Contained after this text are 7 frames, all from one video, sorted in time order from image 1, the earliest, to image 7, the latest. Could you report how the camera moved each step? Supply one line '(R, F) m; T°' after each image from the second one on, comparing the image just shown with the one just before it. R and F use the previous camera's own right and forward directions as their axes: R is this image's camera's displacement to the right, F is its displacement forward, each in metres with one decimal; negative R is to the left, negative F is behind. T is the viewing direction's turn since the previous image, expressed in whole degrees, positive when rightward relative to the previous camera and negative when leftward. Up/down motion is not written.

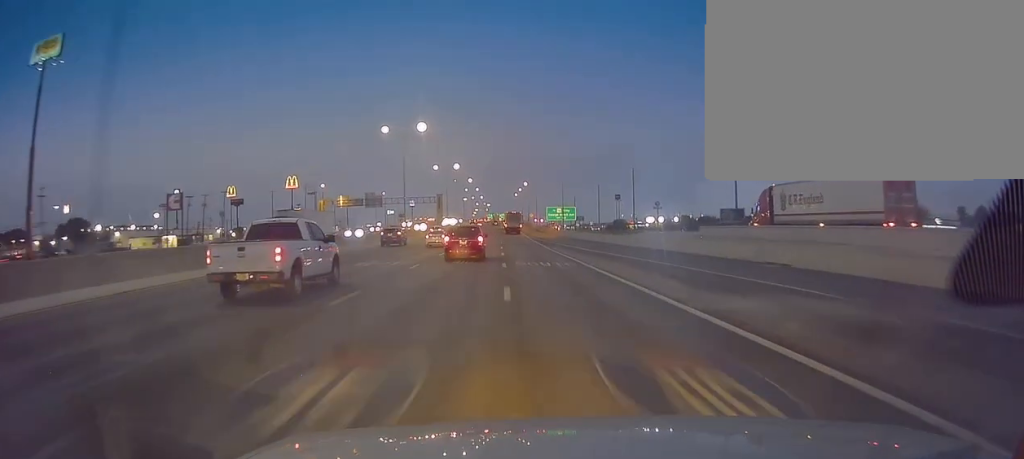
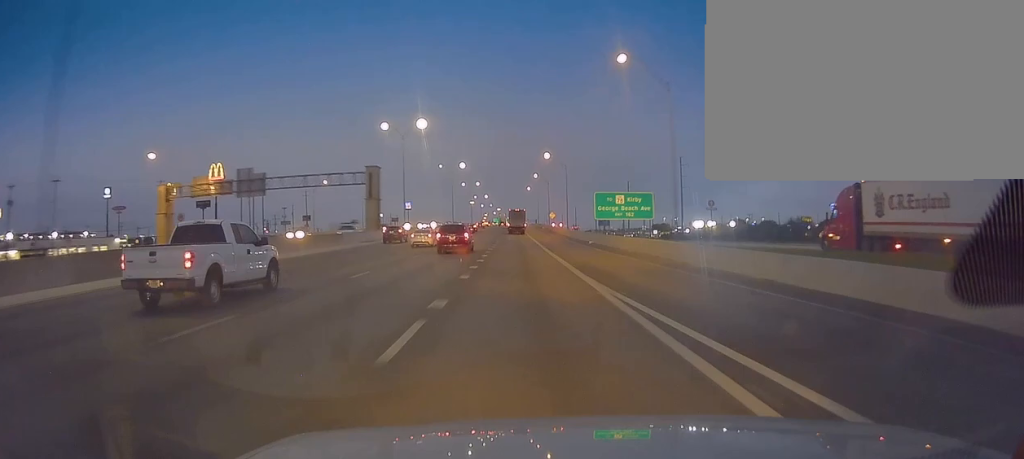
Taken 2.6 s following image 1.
(0.0, +80.3) m; 0°
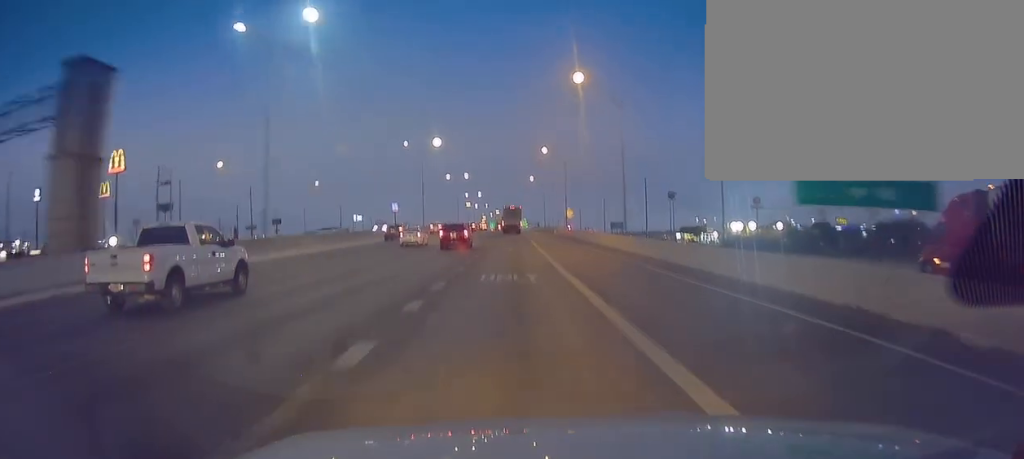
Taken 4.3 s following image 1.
(-1.0, +53.7) m; -2°
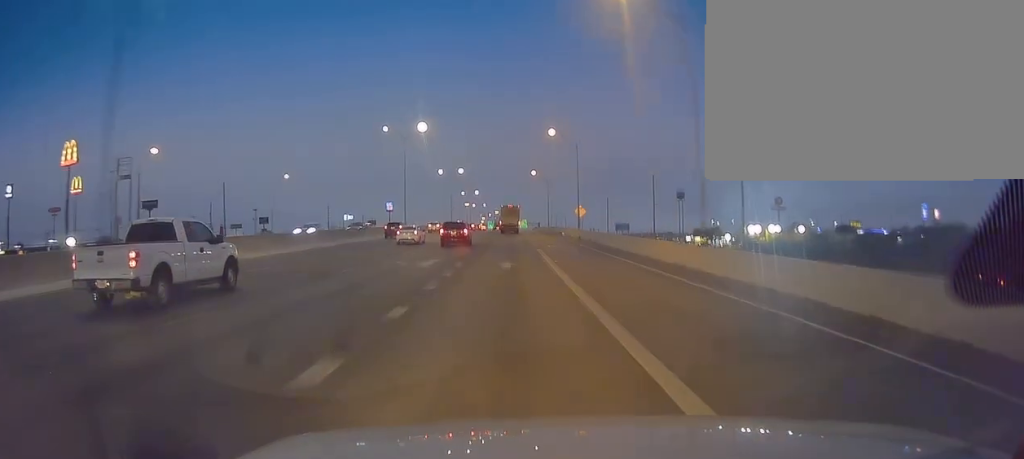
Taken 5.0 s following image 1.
(+0.3, +19.3) m; 0°
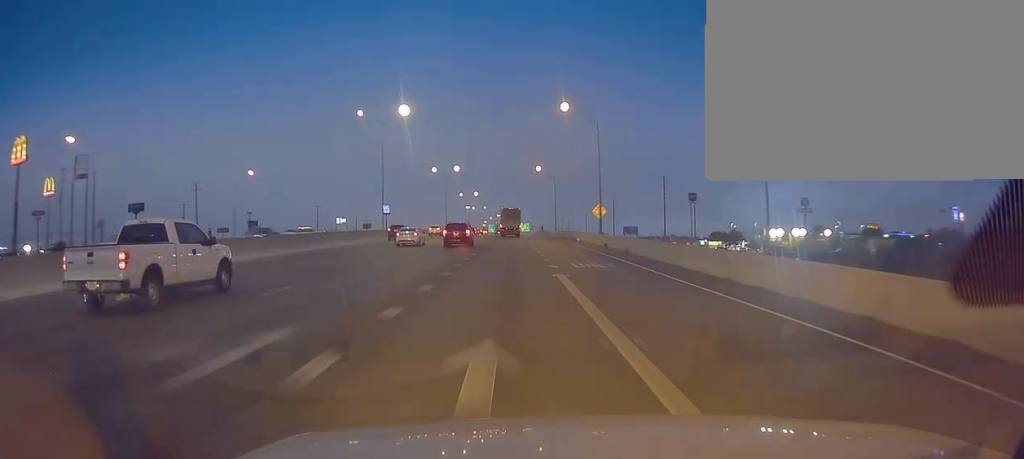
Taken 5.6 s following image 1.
(0.0, +18.2) m; 0°
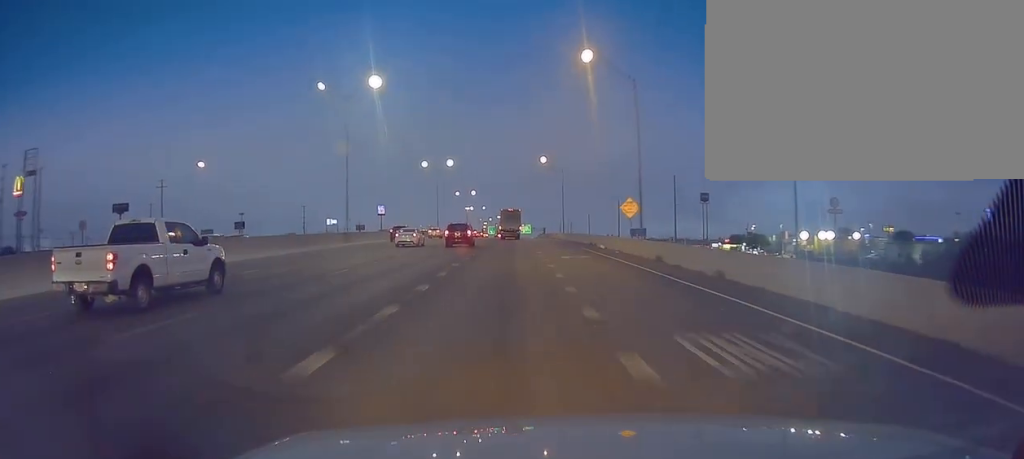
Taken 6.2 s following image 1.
(-0.4, +19.1) m; +1°
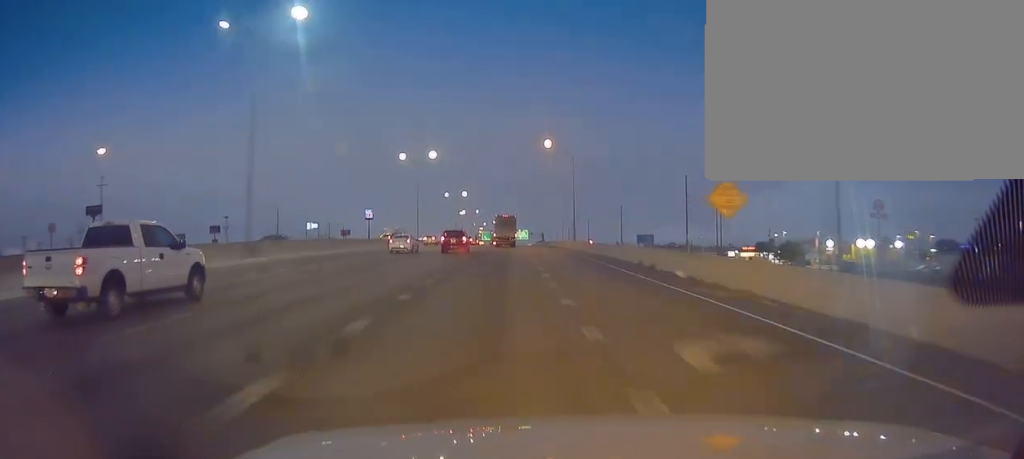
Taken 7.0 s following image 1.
(+0.7, +24.1) m; +1°
